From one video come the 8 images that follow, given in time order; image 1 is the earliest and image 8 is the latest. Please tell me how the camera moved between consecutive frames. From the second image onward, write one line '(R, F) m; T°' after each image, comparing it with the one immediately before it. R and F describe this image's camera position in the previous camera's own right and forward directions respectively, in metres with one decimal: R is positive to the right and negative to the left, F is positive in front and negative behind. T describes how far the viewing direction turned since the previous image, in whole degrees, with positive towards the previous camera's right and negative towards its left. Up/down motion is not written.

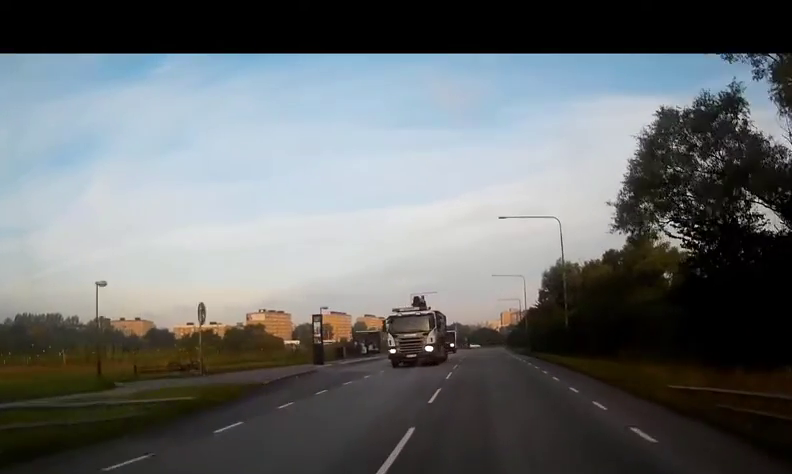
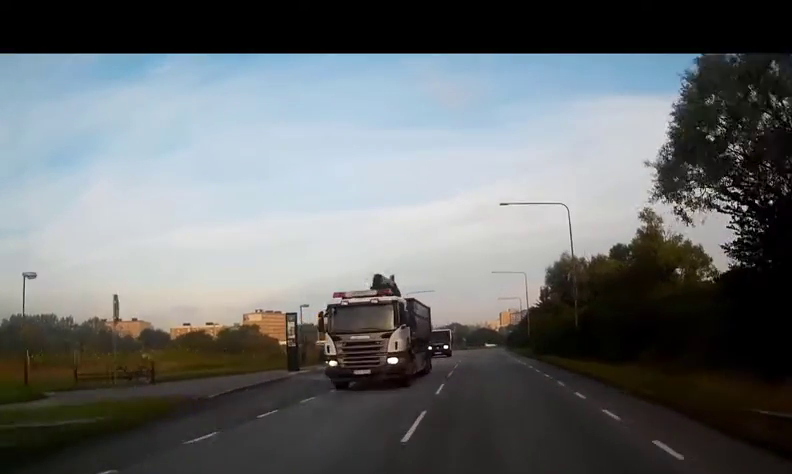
(0.0, +3.8) m; 0°
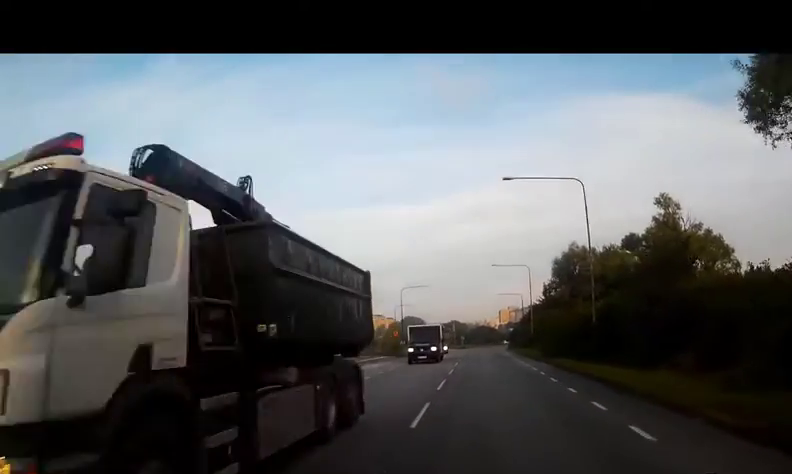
(+0.1, +4.8) m; 0°
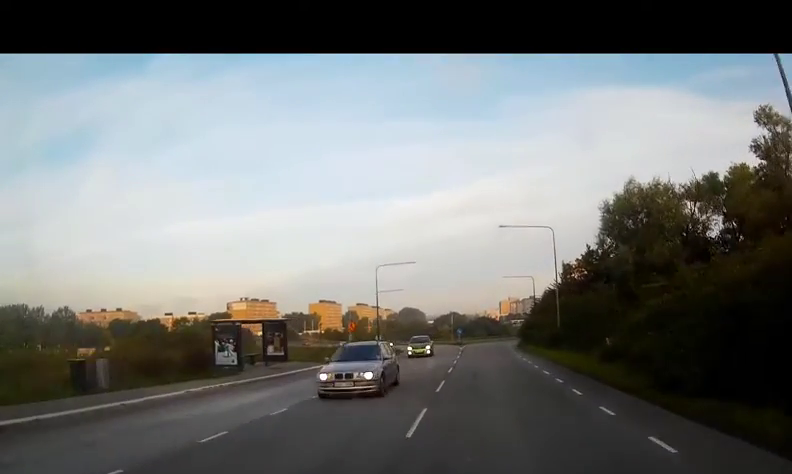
(+0.3, +18.4) m; +1°
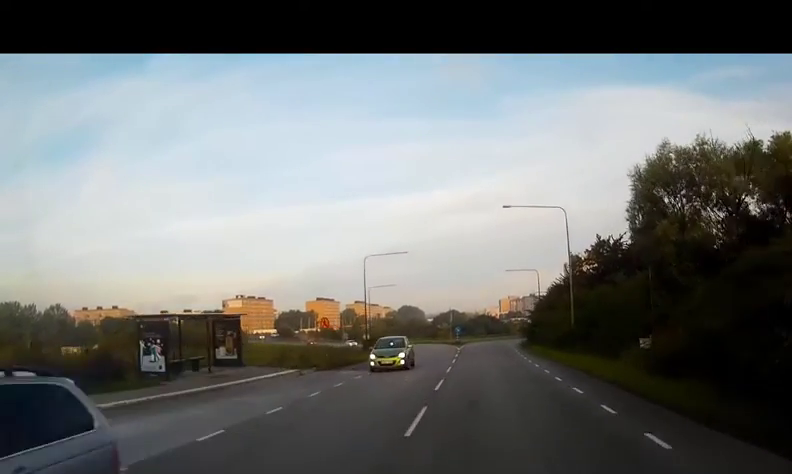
(-0.1, +6.1) m; 0°
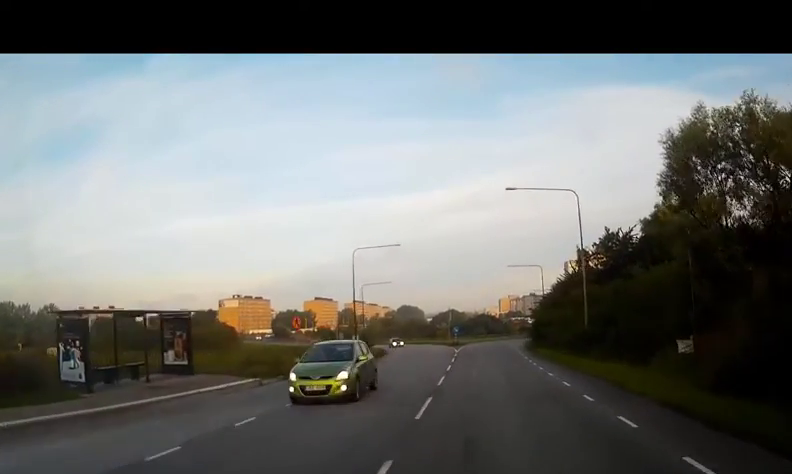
(-0.2, +4.5) m; 0°
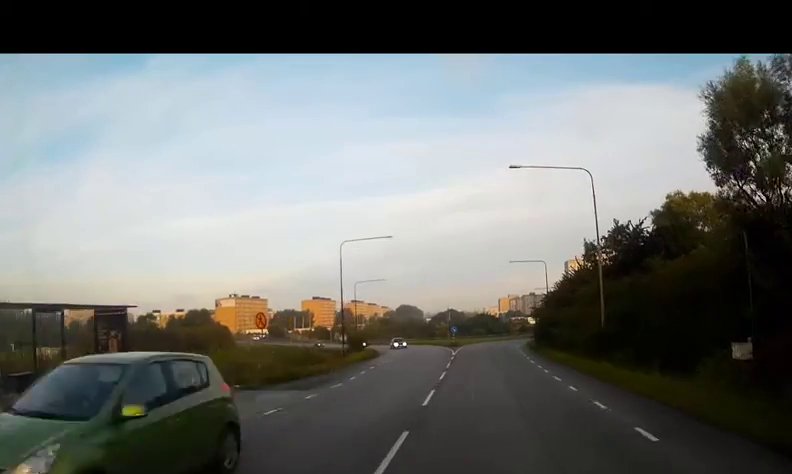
(0.0, +4.2) m; 0°
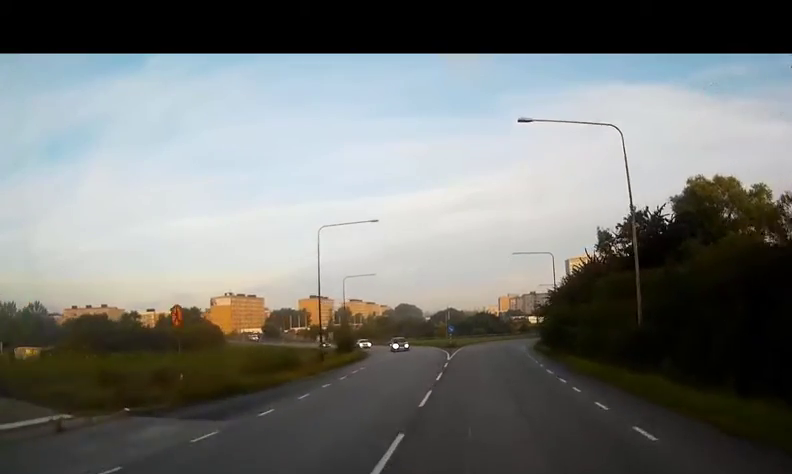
(+0.3, +6.1) m; 0°
